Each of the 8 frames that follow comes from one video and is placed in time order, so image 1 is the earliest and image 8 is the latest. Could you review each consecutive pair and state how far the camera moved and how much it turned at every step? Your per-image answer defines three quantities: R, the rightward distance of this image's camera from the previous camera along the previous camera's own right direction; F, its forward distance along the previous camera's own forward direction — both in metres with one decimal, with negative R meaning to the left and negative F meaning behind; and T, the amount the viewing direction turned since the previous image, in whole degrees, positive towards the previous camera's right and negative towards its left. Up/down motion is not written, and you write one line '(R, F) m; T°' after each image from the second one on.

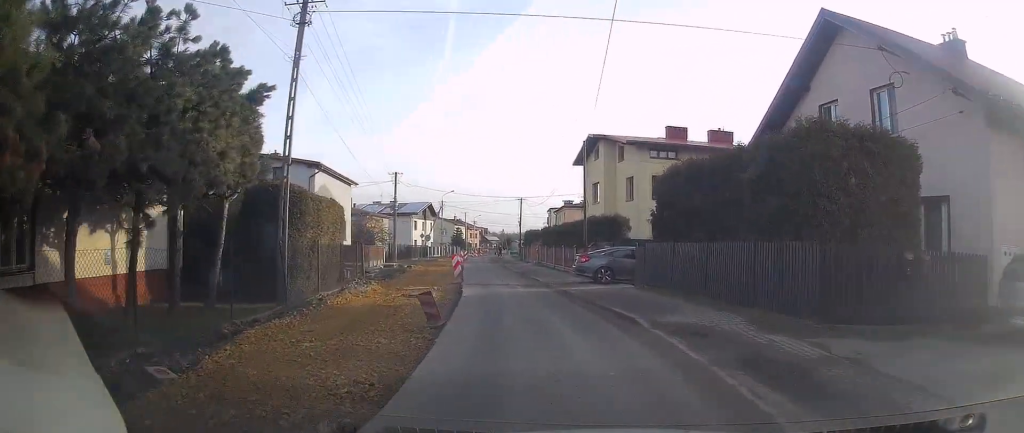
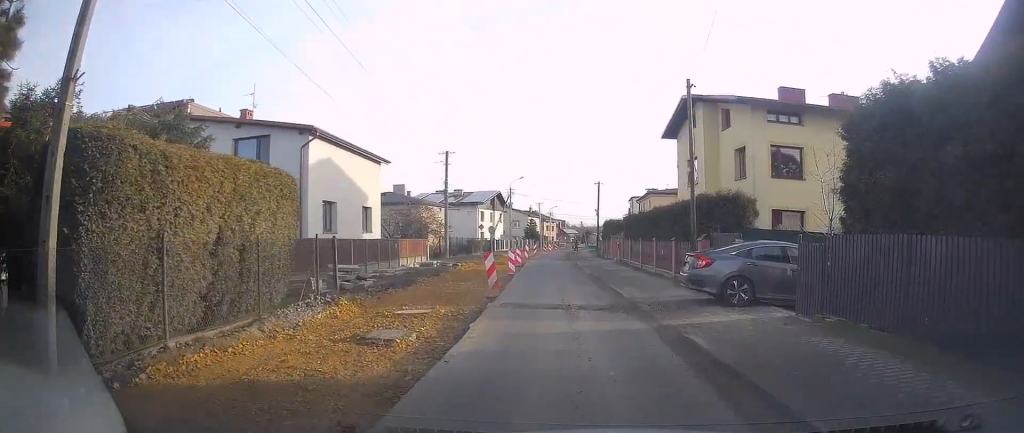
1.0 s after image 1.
(-1.1, +8.9) m; -9°
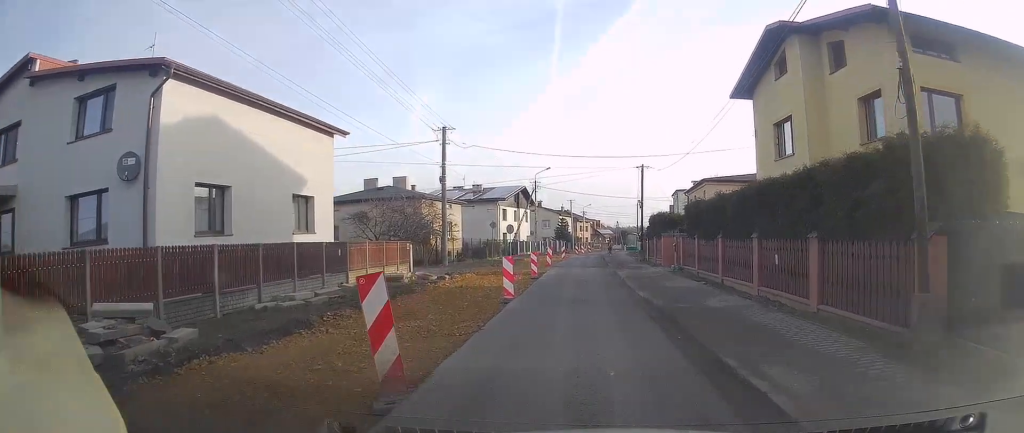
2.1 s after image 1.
(-0.5, +10.6) m; -3°
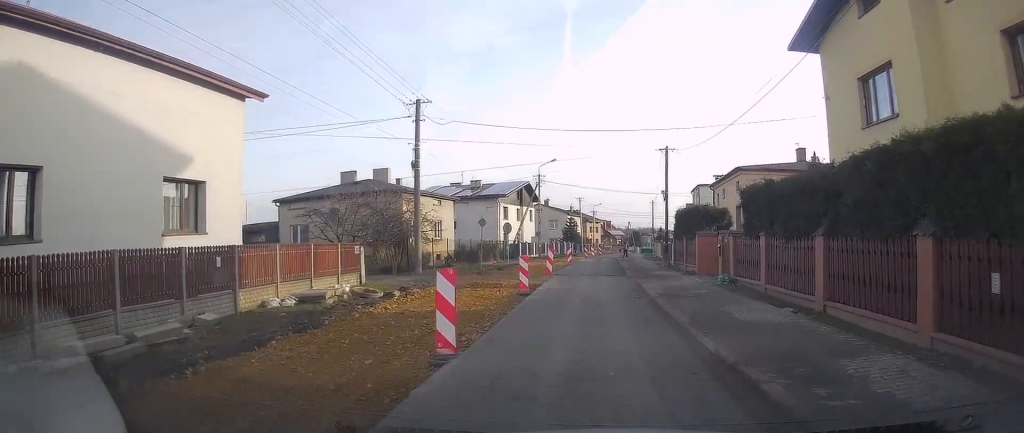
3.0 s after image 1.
(0.0, +7.4) m; 0°
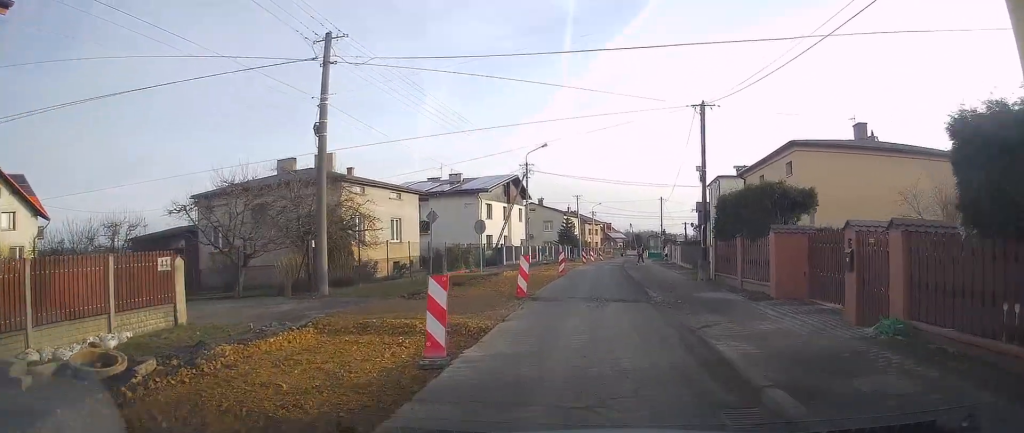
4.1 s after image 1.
(+0.1, +9.9) m; -1°
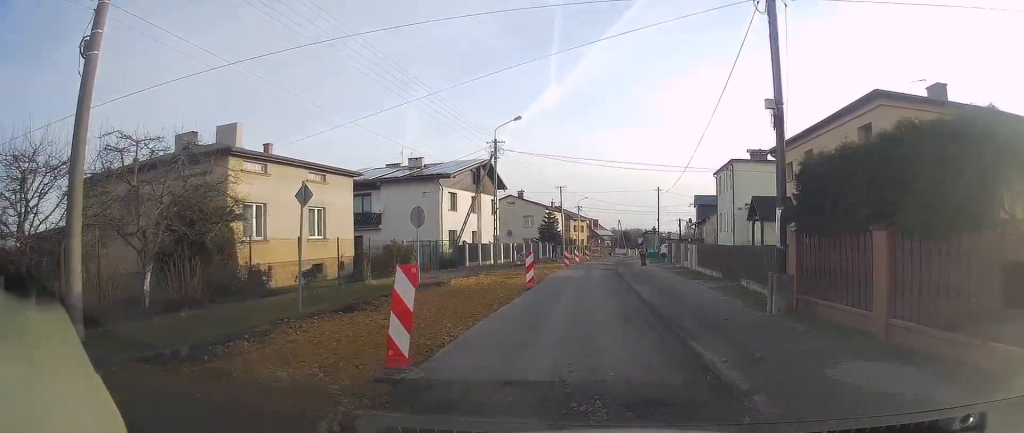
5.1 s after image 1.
(-0.2, +9.4) m; -1°
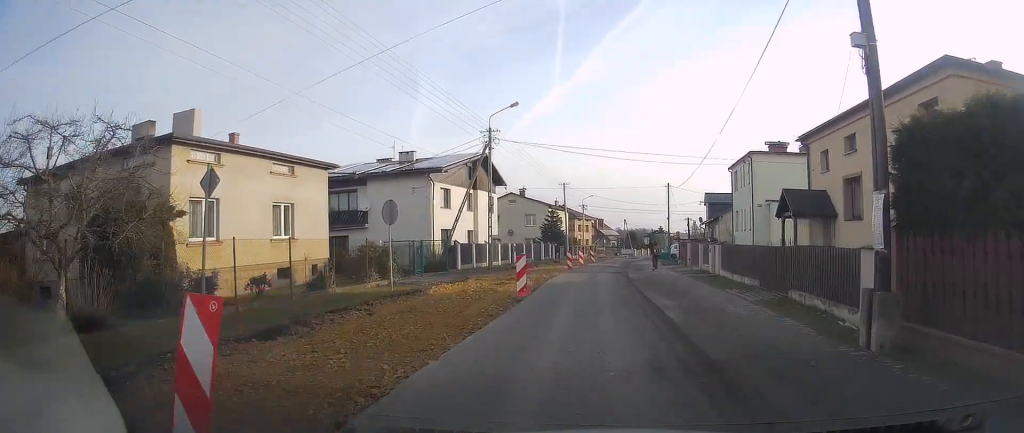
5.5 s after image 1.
(0.0, +3.9) m; 0°
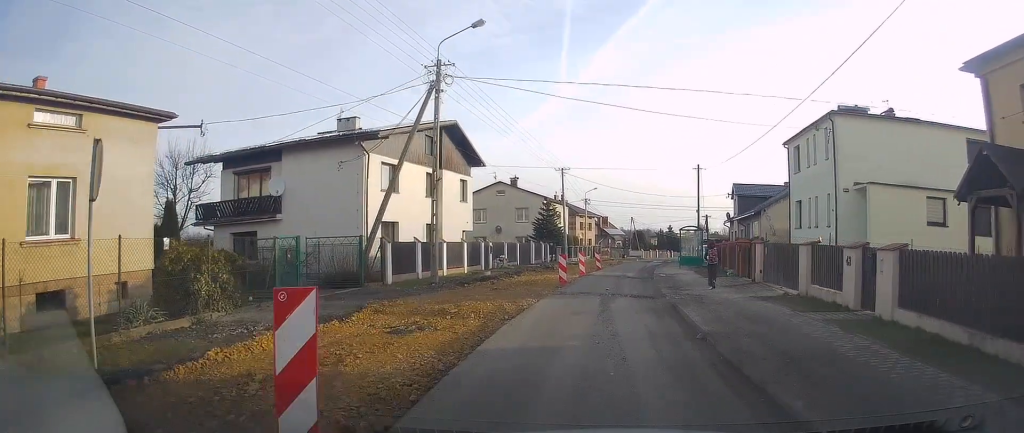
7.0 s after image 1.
(-0.1, +13.0) m; +1°
